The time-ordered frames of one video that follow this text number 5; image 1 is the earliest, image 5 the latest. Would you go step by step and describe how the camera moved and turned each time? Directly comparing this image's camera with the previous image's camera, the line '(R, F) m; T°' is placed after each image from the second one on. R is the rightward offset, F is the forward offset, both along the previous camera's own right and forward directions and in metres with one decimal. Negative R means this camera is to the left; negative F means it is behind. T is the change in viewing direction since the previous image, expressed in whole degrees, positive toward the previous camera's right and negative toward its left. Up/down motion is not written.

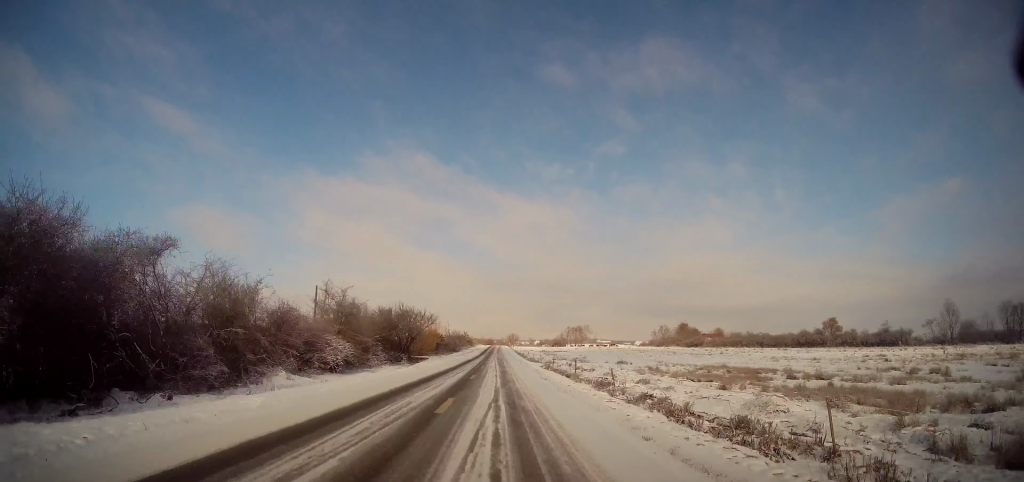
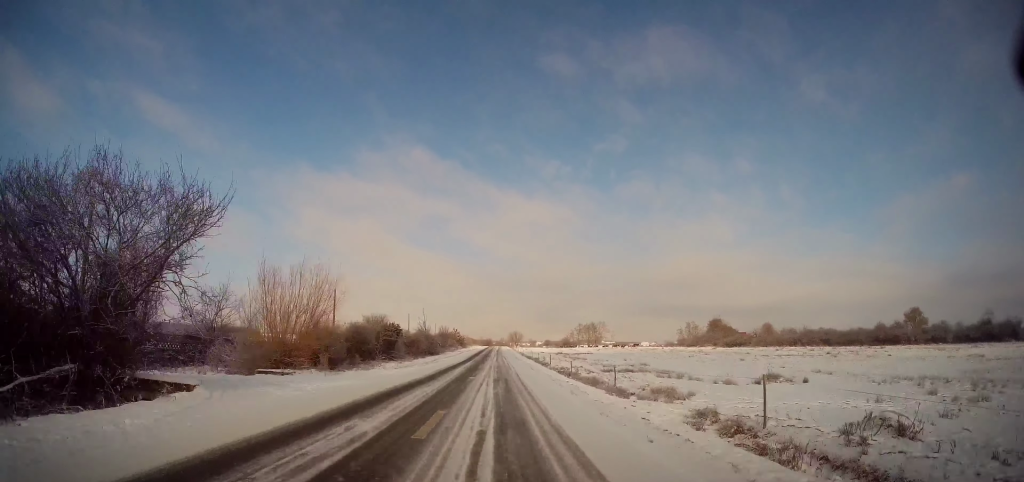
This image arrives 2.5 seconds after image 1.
(+0.3, +38.5) m; +2°
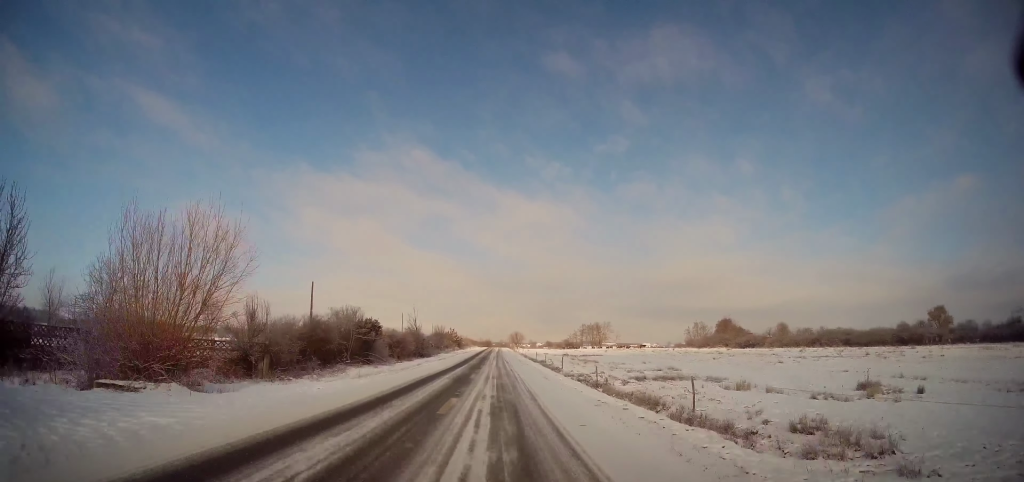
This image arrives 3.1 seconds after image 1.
(0.0, +9.1) m; 0°
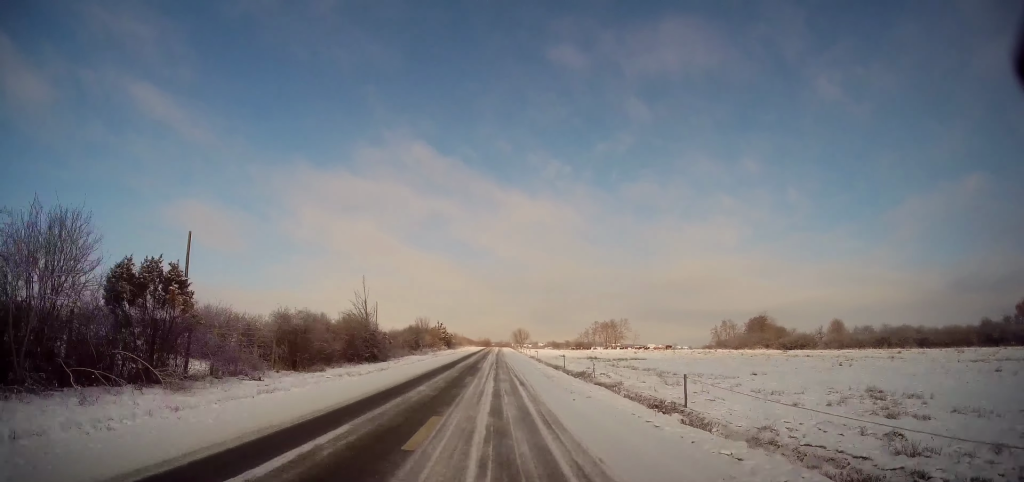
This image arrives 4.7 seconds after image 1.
(-0.5, +27.6) m; -1°
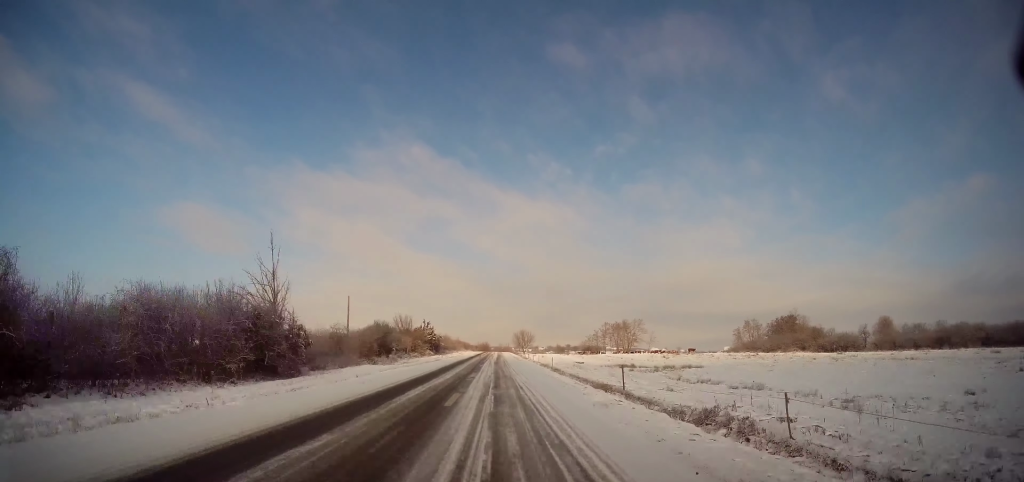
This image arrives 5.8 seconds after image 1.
(+0.5, +18.8) m; +1°
